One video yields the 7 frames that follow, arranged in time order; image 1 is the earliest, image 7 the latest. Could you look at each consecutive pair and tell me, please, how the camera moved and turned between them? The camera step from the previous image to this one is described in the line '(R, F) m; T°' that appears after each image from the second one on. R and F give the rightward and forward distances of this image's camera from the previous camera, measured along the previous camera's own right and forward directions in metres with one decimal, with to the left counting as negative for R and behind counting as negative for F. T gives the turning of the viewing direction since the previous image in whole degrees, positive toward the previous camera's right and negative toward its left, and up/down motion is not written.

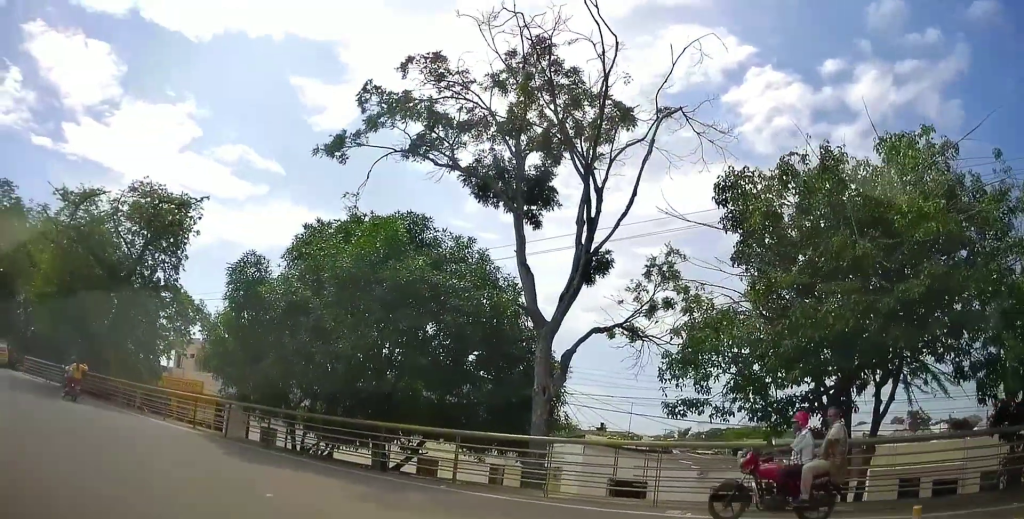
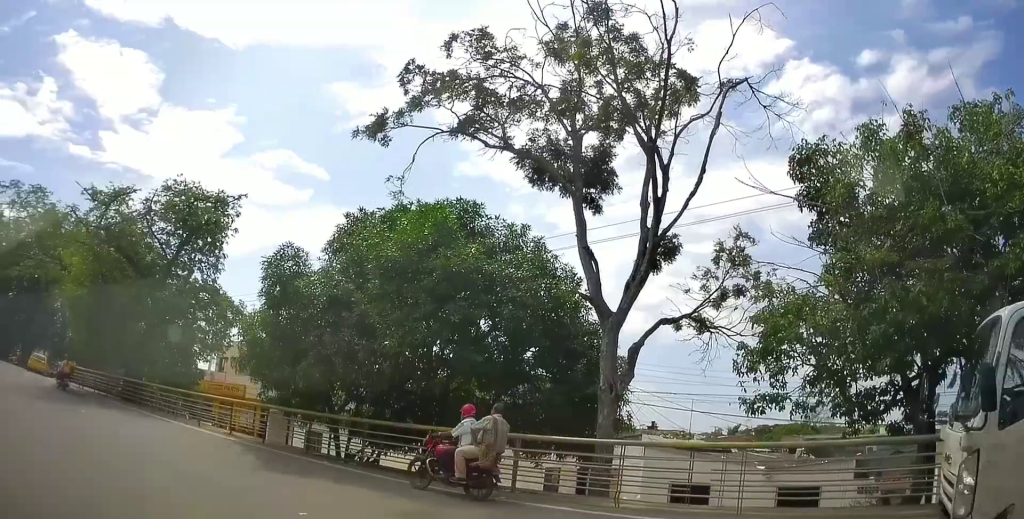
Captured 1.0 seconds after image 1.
(-0.1, +3.0) m; 0°
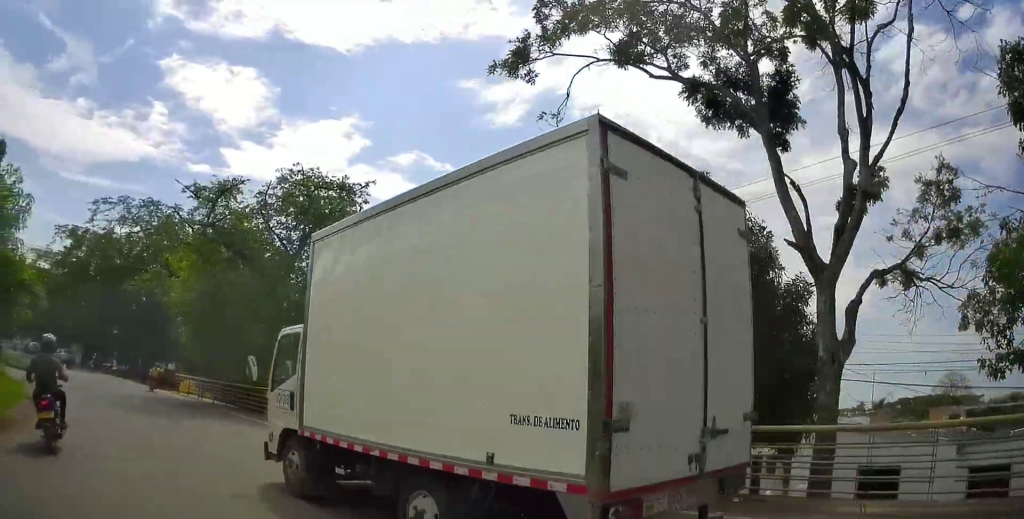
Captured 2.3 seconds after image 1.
(-0.1, +3.9) m; -12°
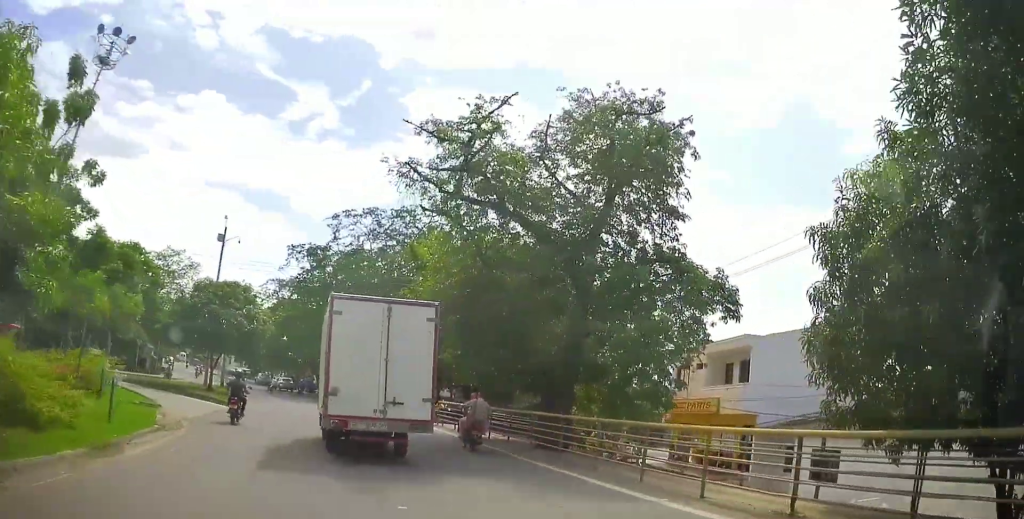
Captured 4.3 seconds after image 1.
(-1.2, +7.2) m; -18°
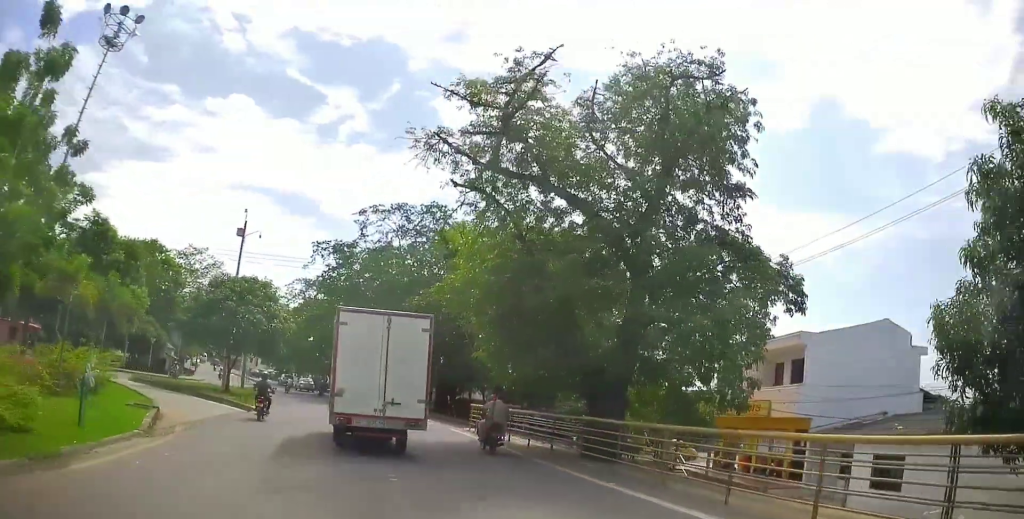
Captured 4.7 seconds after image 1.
(+0.2, +1.6) m; -4°
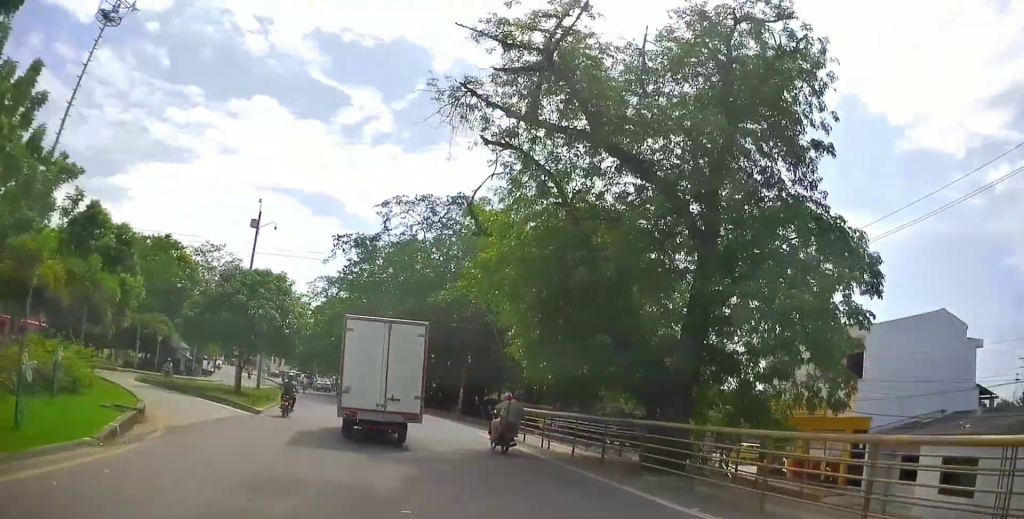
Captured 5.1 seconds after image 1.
(-0.4, +1.8) m; -3°
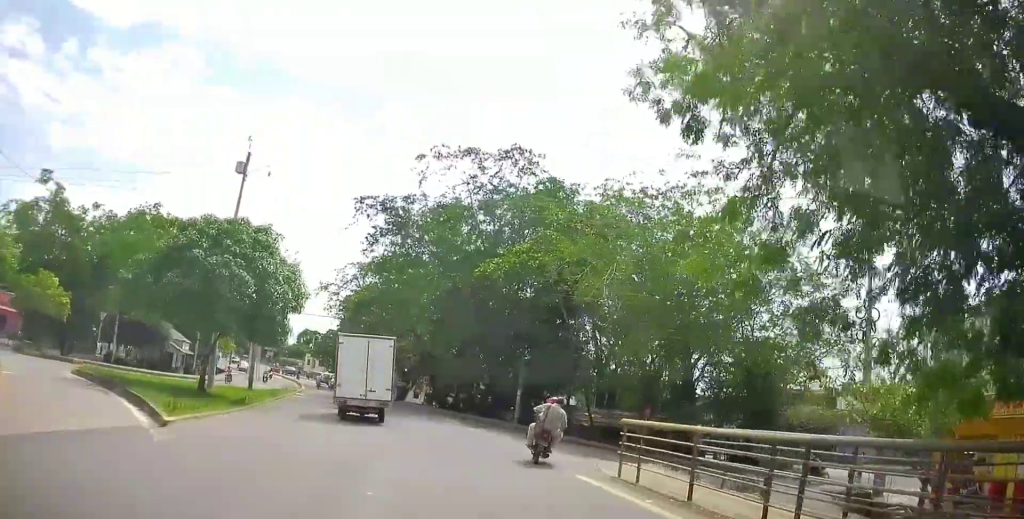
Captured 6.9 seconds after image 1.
(-0.5, +8.4) m; -4°
